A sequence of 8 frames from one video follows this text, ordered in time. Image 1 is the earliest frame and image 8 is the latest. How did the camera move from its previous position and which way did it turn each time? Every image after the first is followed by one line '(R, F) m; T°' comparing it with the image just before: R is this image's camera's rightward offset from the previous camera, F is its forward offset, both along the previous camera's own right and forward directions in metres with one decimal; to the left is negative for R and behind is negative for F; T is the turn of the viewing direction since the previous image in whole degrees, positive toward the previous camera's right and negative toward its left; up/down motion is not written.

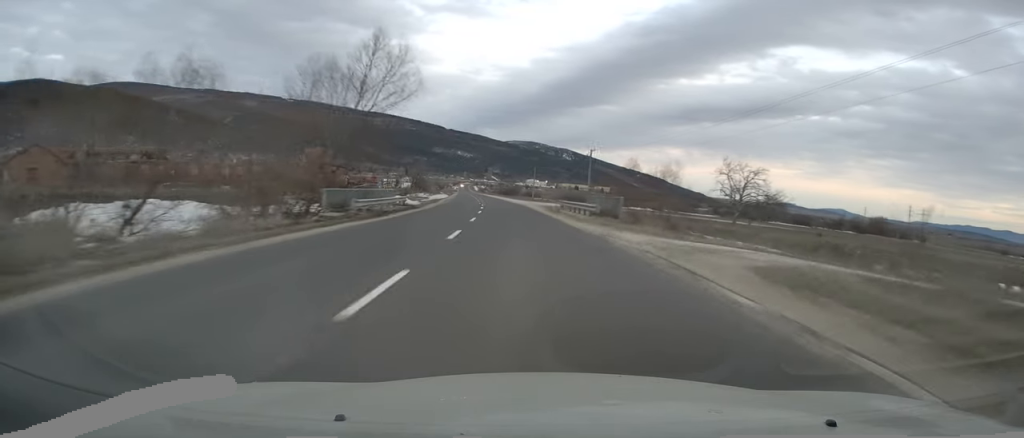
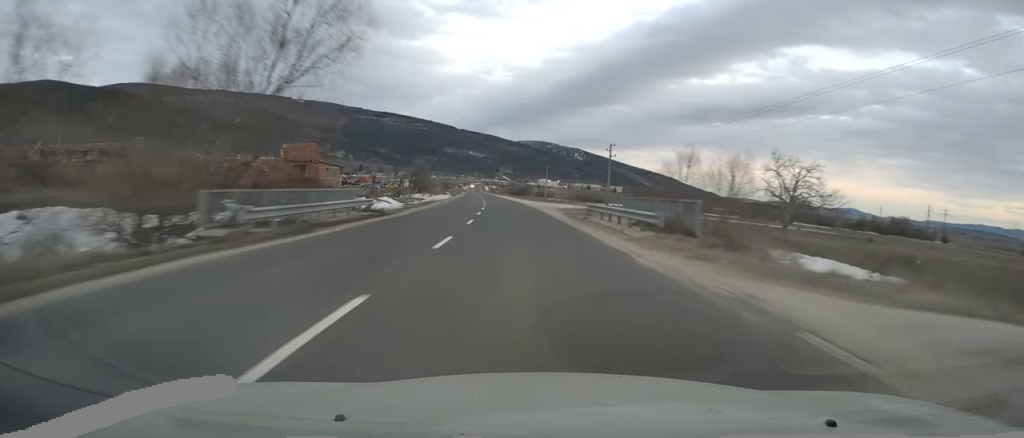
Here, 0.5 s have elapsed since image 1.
(-0.3, +11.2) m; -1°
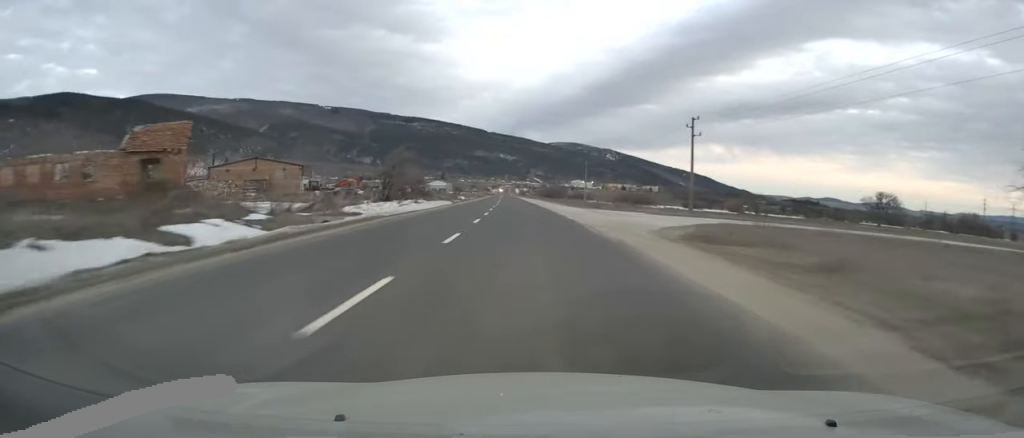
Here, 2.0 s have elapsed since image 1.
(-0.6, +33.8) m; -2°
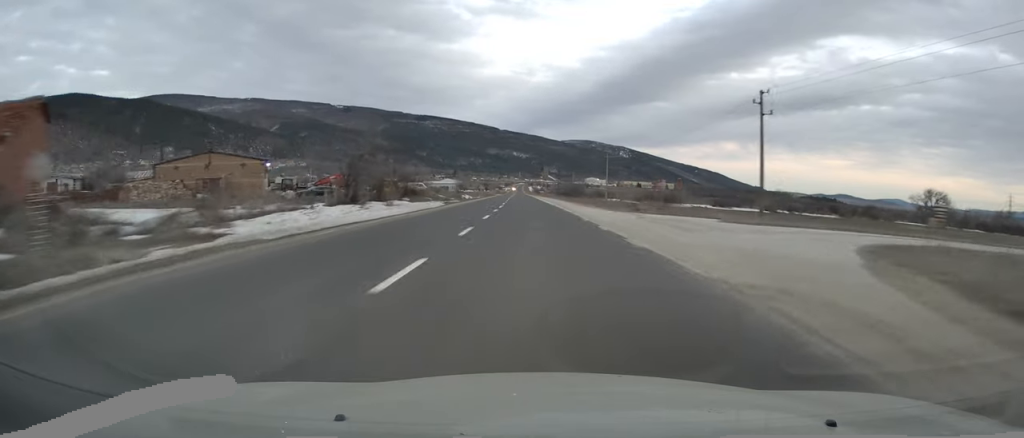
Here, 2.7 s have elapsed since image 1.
(-0.2, +15.9) m; -1°
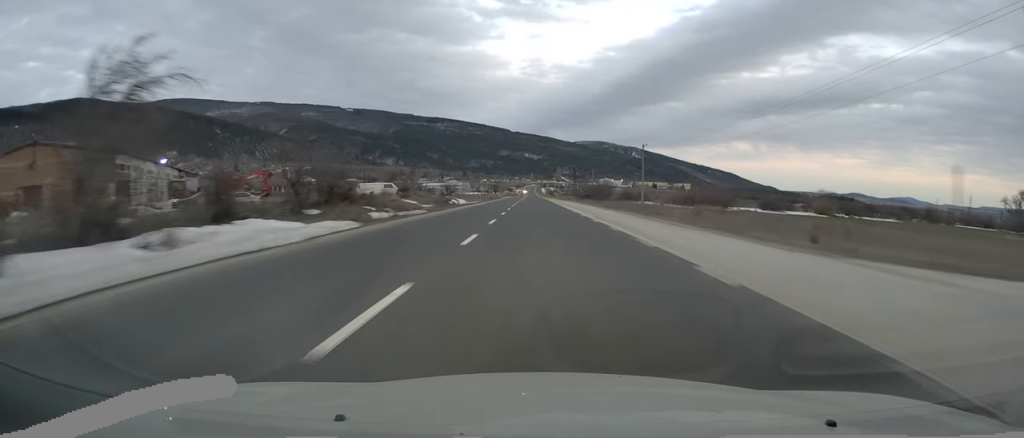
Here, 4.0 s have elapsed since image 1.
(-0.3, +29.1) m; -1°
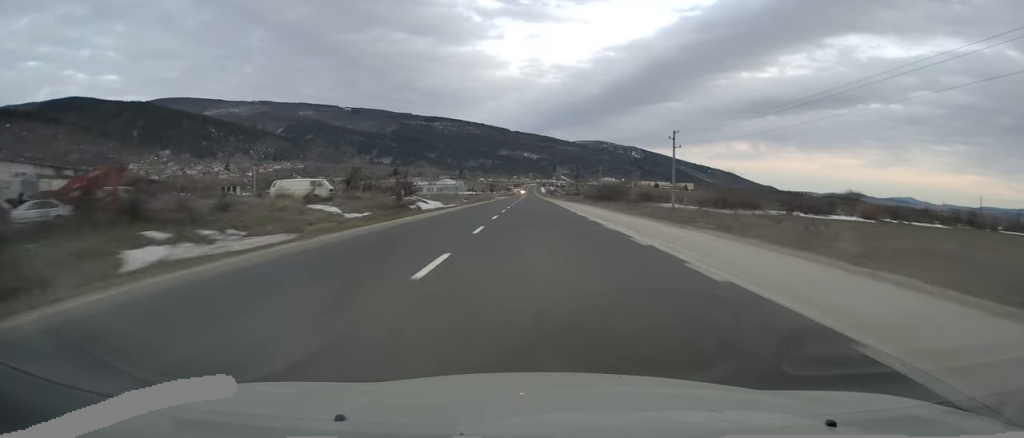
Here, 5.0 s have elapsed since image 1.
(-0.3, +23.0) m; 0°
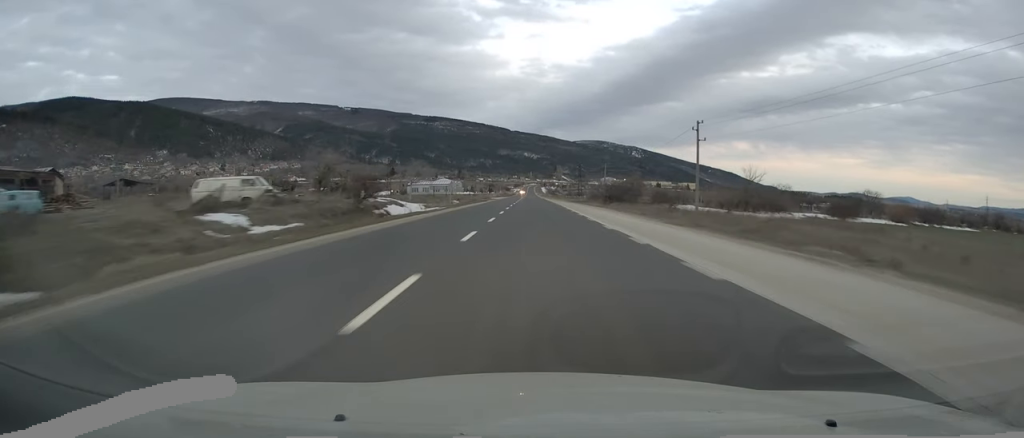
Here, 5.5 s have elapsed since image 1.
(-0.1, +11.5) m; +1°
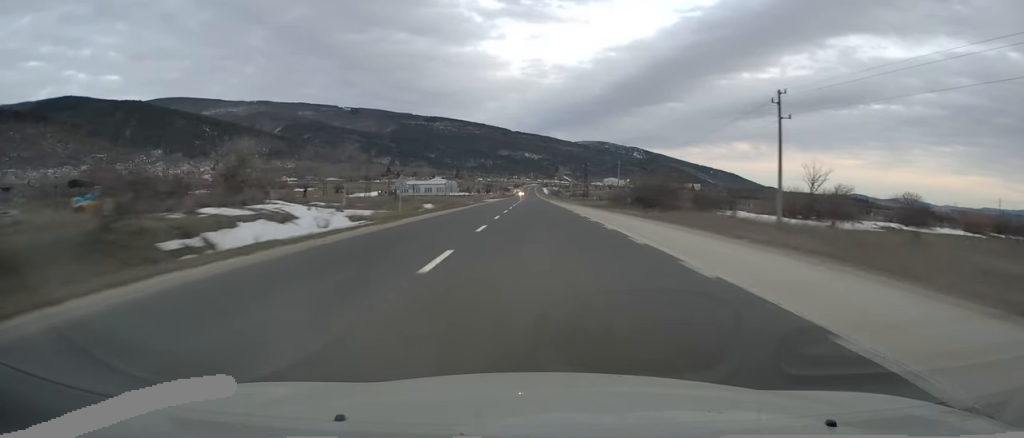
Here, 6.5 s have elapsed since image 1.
(+0.3, +23.0) m; 0°
